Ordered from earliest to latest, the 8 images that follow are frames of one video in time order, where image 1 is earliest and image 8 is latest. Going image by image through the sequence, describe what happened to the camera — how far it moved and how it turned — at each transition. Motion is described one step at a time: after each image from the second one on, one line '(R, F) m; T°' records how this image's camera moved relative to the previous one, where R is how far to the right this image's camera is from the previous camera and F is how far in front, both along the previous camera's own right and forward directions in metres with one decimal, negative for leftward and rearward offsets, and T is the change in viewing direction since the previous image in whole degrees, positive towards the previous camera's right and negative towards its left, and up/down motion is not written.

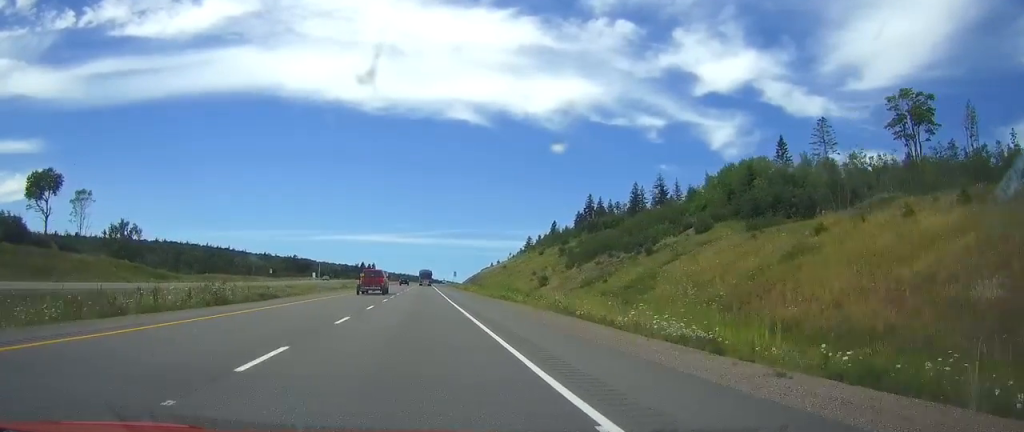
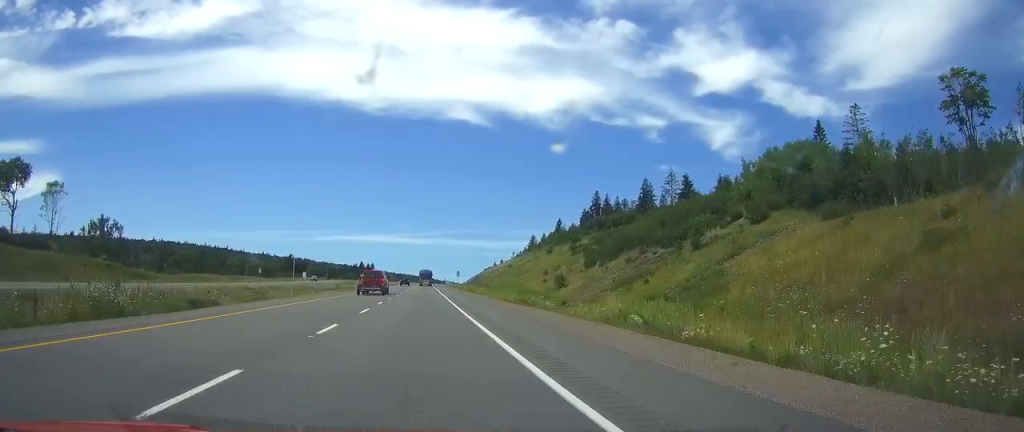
(0.0, +12.1) m; 0°
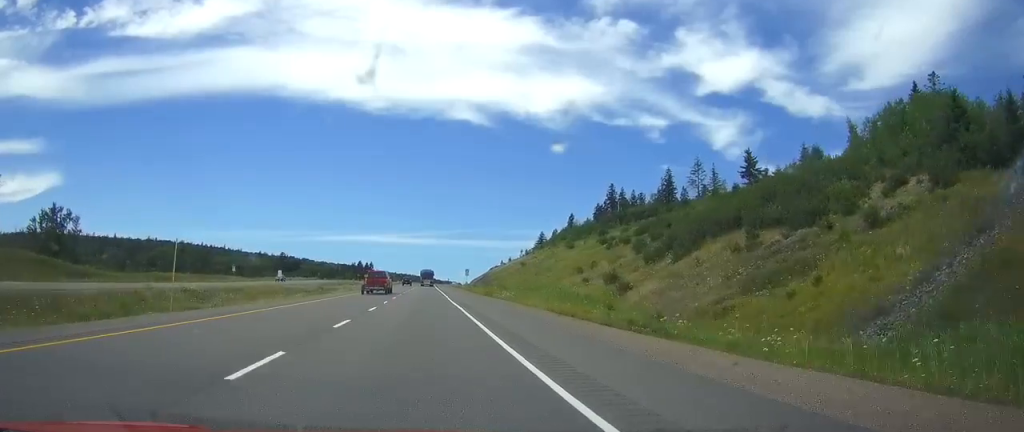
(0.0, +24.3) m; 0°
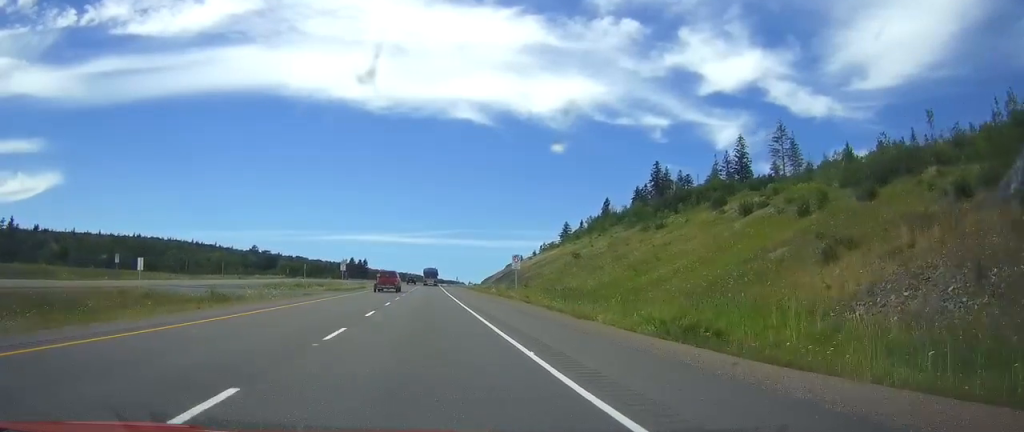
(0.0, +57.0) m; 0°
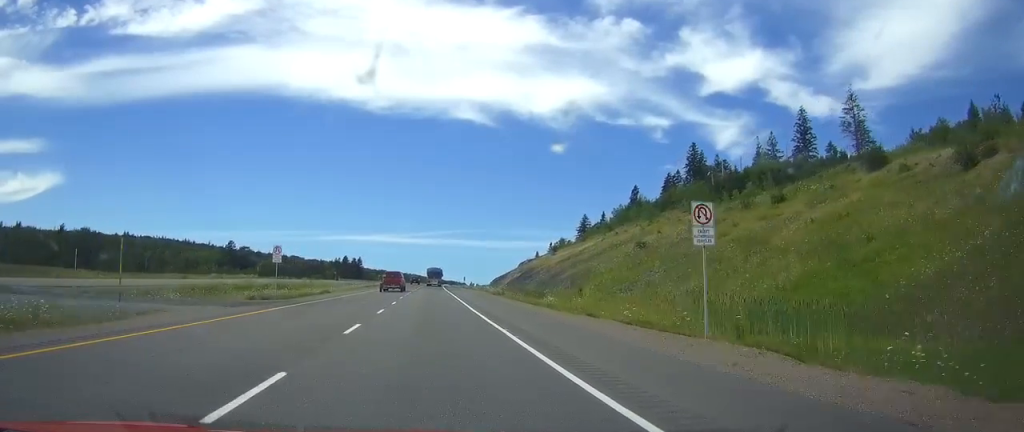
(0.0, +33.9) m; -1°
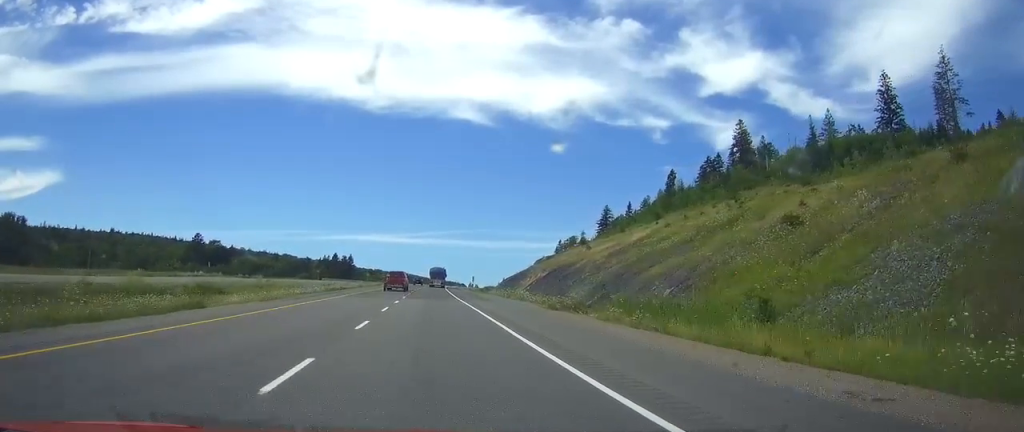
(-0.3, +34.2) m; -1°
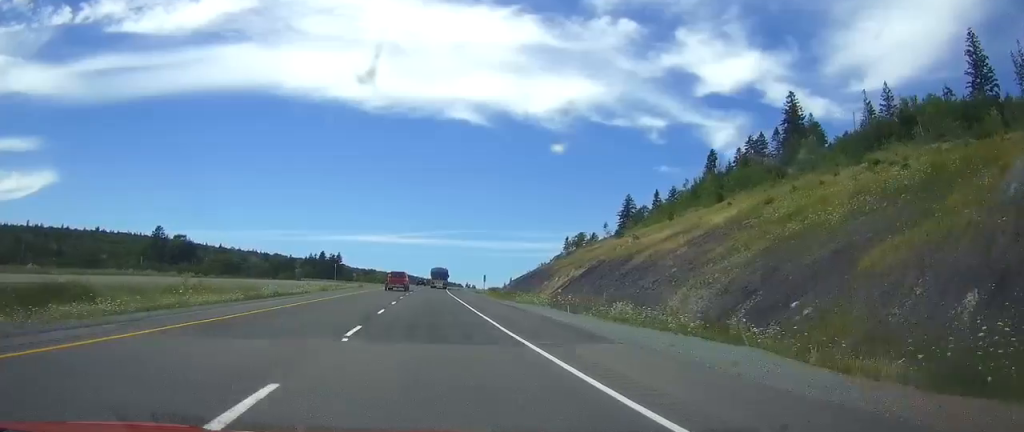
(0.0, +29.3) m; 0°
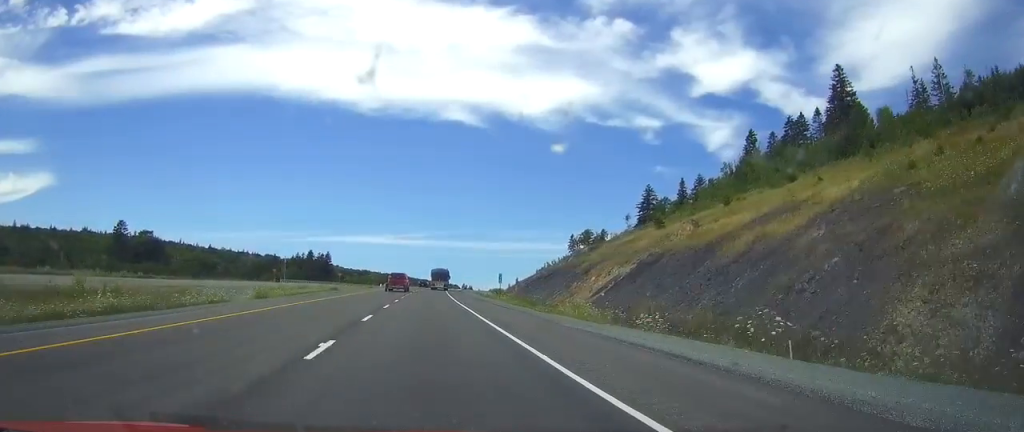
(+0.1, +22.1) m; 0°
